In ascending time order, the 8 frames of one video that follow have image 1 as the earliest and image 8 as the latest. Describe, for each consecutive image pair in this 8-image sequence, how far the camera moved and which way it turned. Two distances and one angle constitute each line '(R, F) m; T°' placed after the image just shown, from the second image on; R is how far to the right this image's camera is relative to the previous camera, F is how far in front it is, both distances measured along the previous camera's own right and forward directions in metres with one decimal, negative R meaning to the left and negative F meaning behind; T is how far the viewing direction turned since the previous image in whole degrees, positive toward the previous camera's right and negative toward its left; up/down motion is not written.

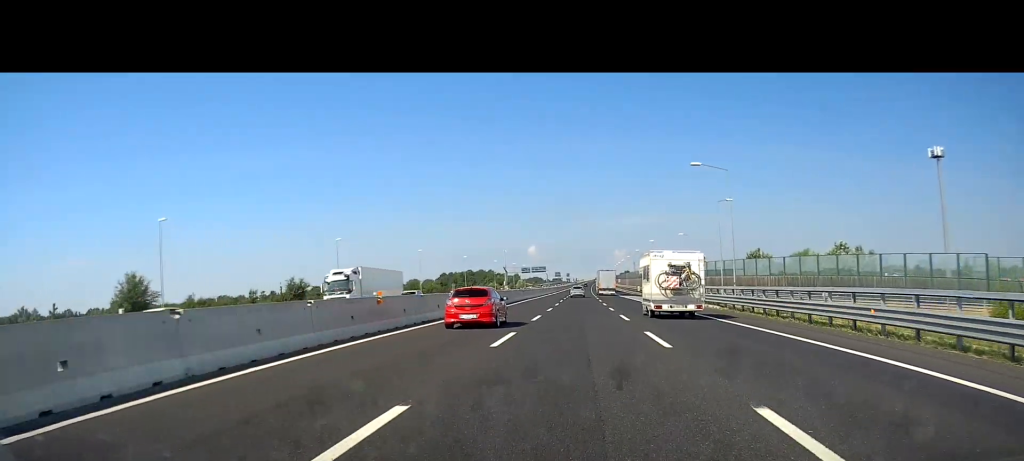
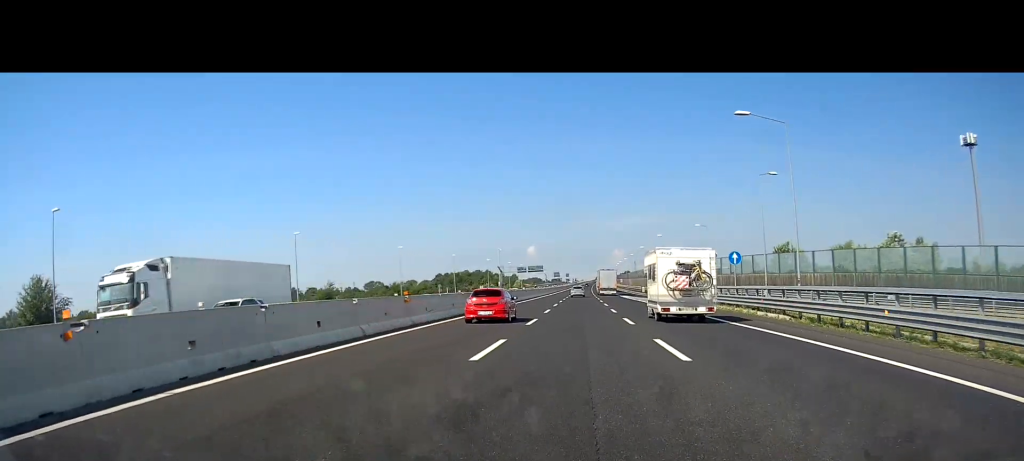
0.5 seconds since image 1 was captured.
(0.0, +14.5) m; 0°
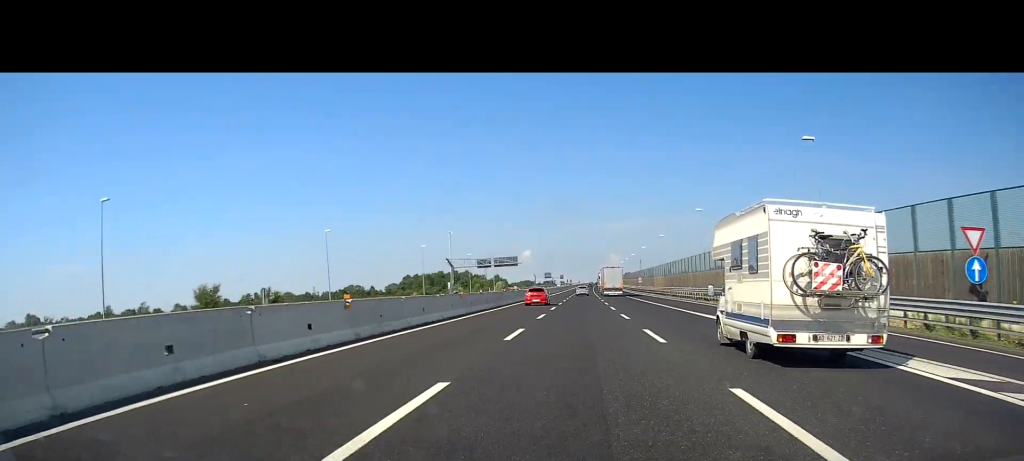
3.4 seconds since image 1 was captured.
(+0.7, +78.5) m; 0°
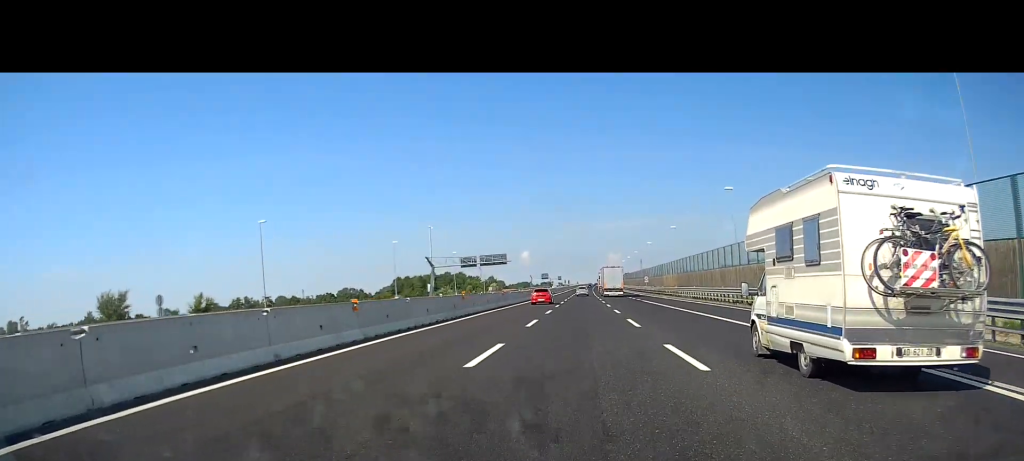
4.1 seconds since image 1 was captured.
(0.0, +17.1) m; 0°
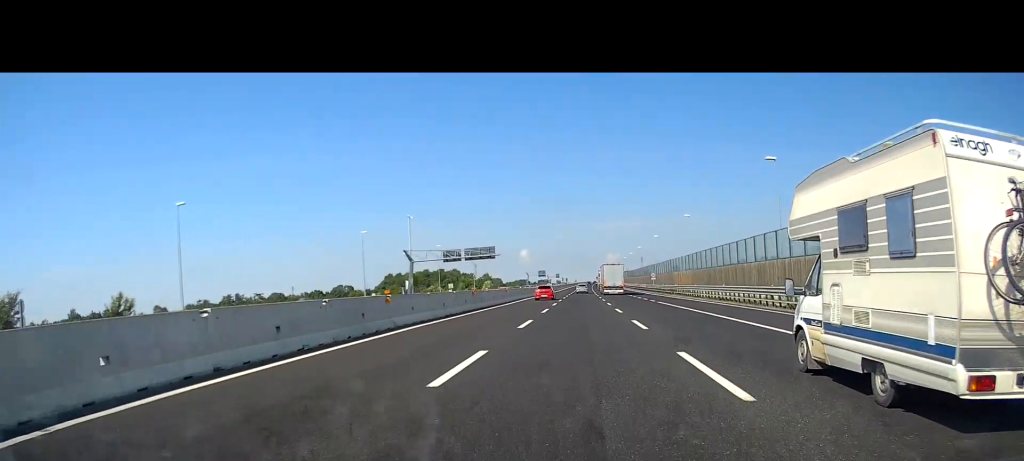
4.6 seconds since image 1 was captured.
(0.0, +14.4) m; 0°
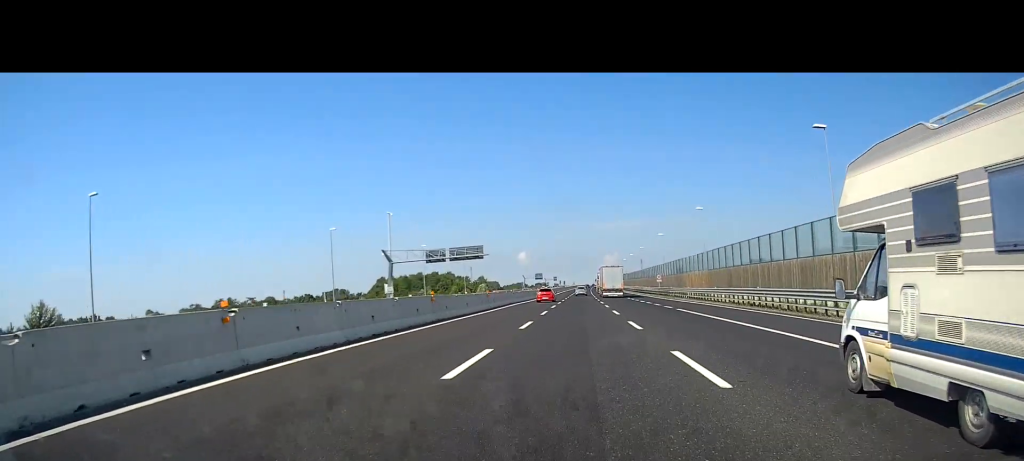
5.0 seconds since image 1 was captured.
(+0.1, +10.8) m; 0°
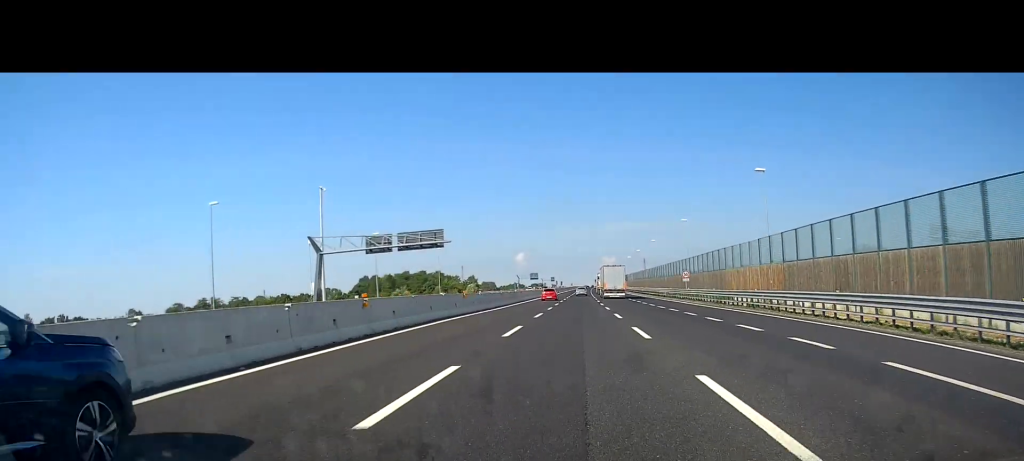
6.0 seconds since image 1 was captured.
(+0.3, +26.9) m; +1°
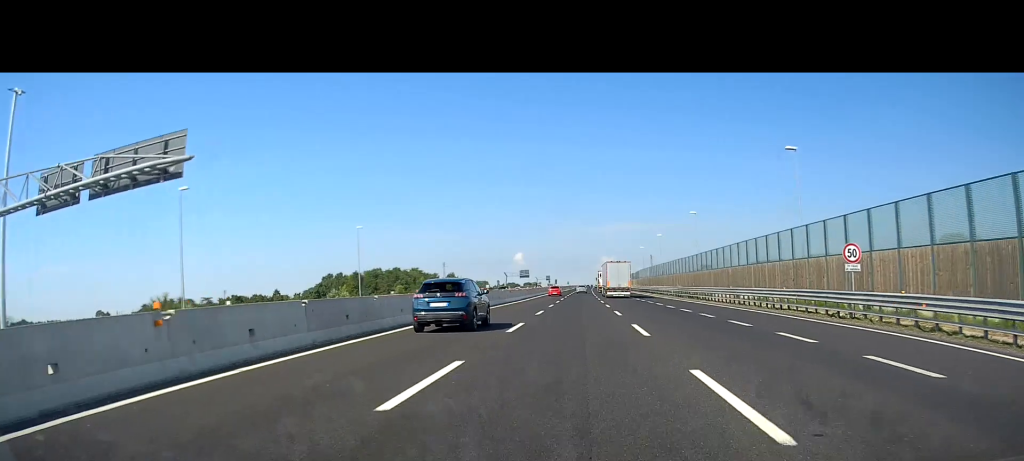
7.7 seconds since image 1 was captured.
(+0.1, +46.7) m; 0°
